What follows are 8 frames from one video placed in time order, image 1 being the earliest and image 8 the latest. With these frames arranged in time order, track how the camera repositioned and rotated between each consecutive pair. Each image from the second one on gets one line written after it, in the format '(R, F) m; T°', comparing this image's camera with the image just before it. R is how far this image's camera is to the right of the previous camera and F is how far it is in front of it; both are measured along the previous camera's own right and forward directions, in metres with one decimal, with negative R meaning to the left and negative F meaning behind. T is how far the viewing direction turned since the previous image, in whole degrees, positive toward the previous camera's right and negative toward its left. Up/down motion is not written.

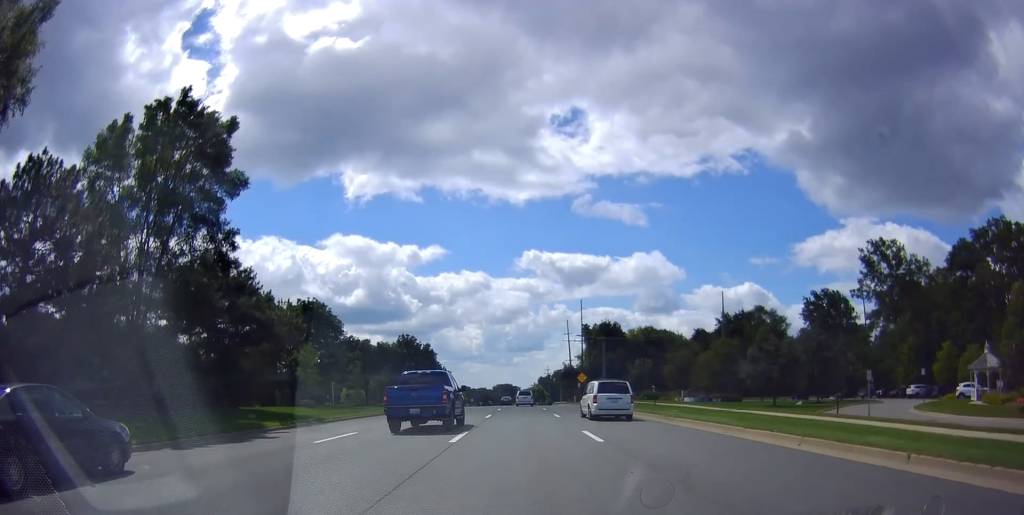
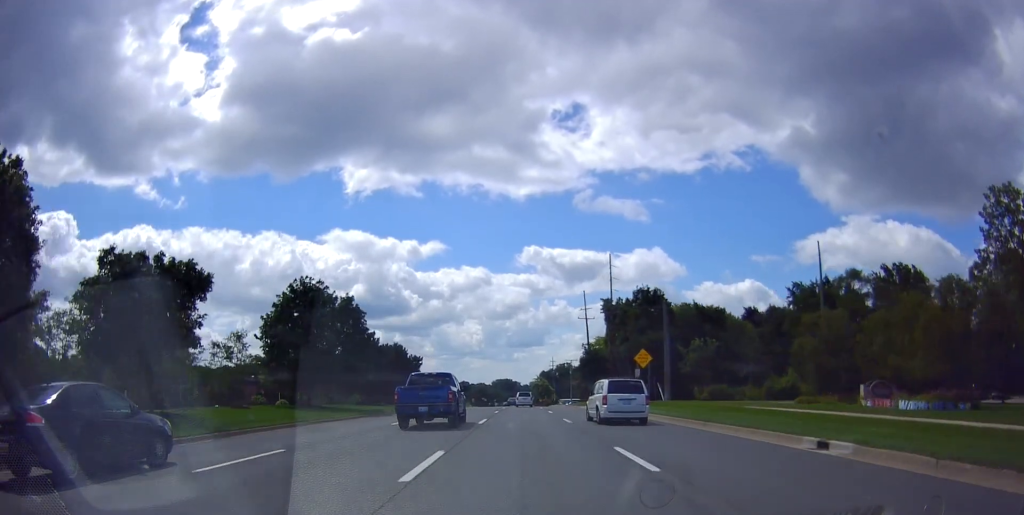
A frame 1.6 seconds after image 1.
(0.0, +37.5) m; -1°
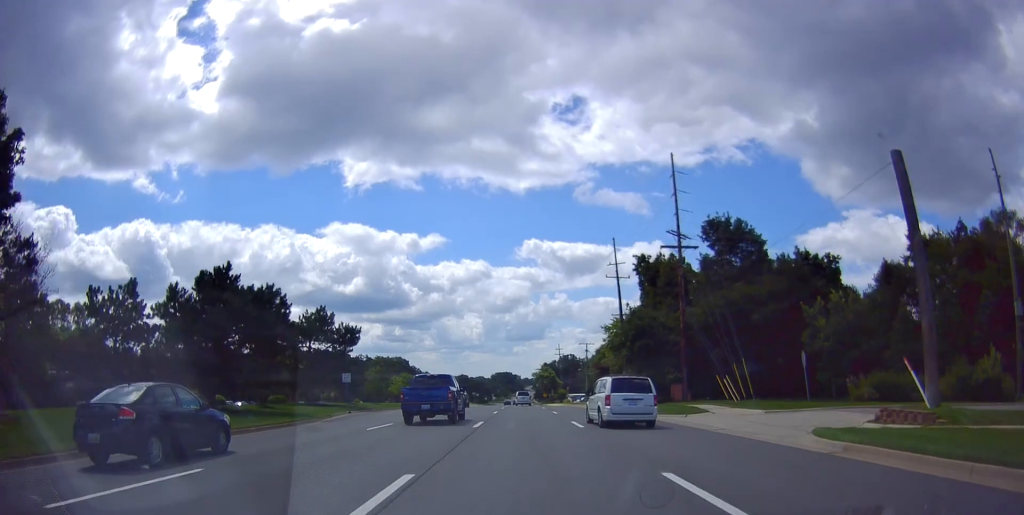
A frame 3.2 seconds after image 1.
(-0.1, +35.3) m; 0°
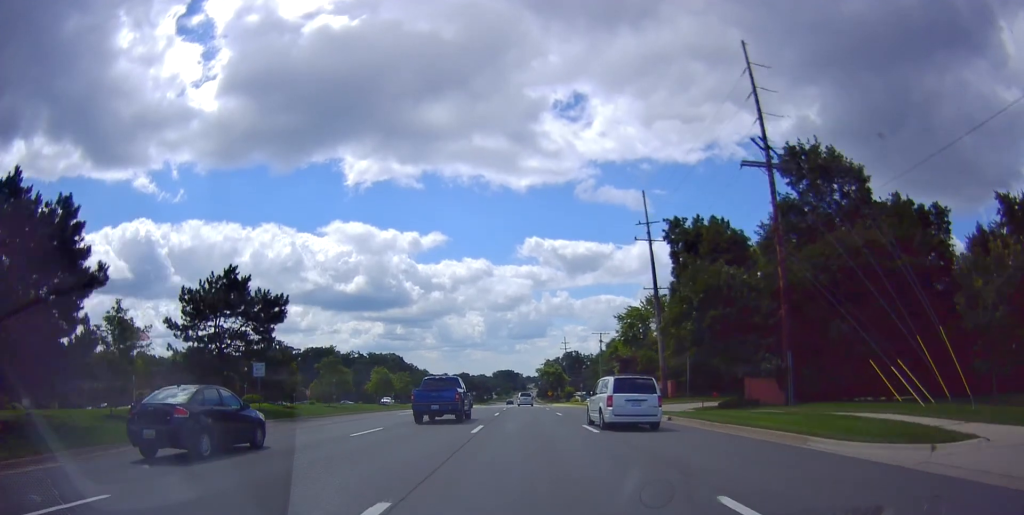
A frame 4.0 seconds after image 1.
(-0.2, +18.3) m; -1°
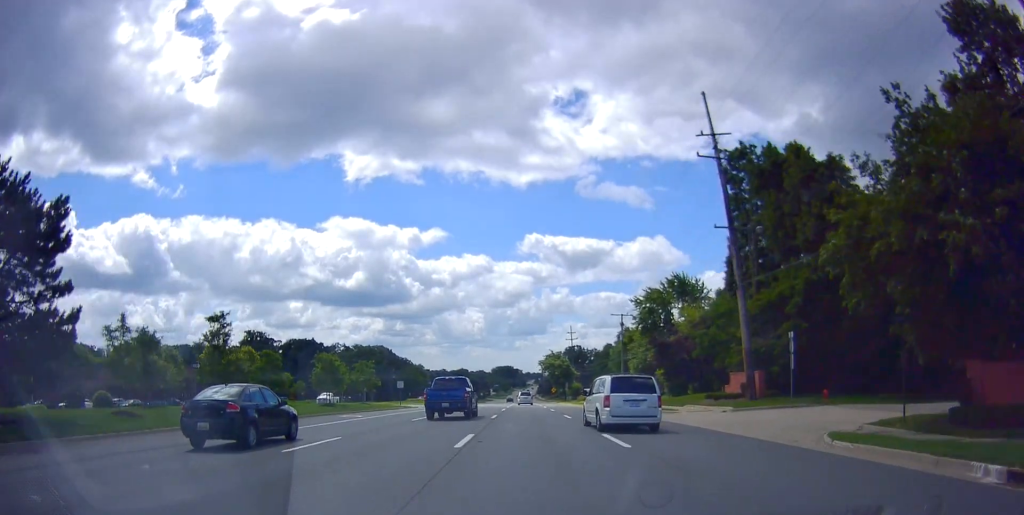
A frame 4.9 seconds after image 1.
(-0.2, +21.4) m; 0°
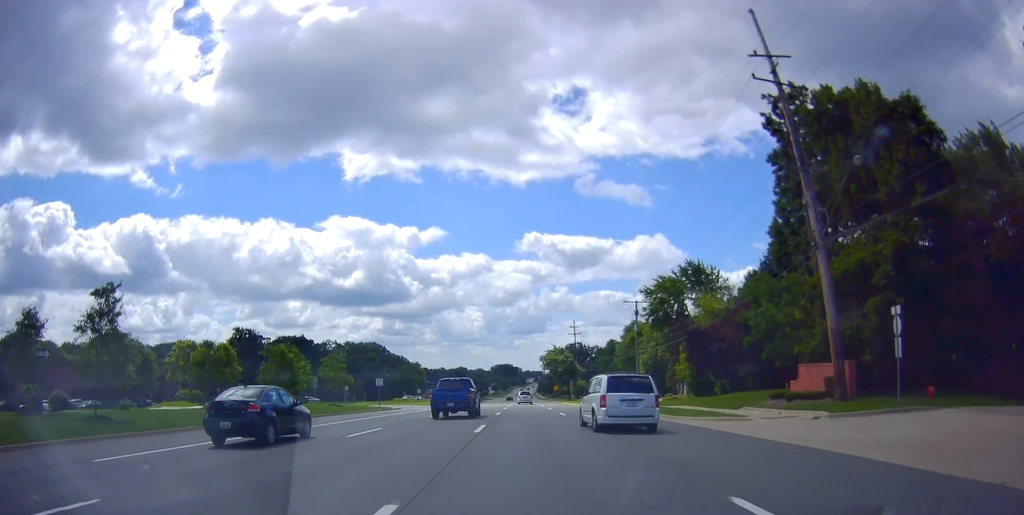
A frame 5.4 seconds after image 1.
(0.0, +10.7) m; +1°
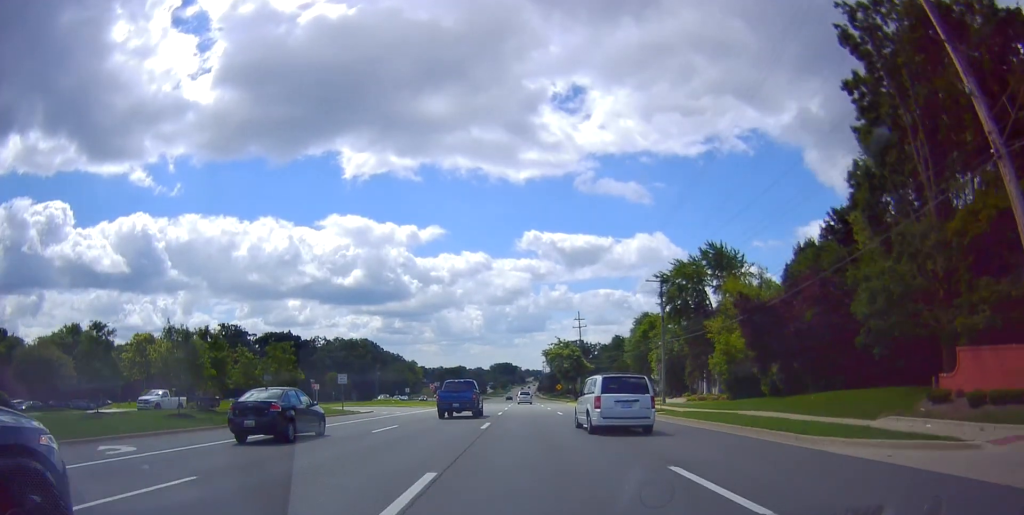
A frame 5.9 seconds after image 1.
(+0.2, +13.2) m; +1°
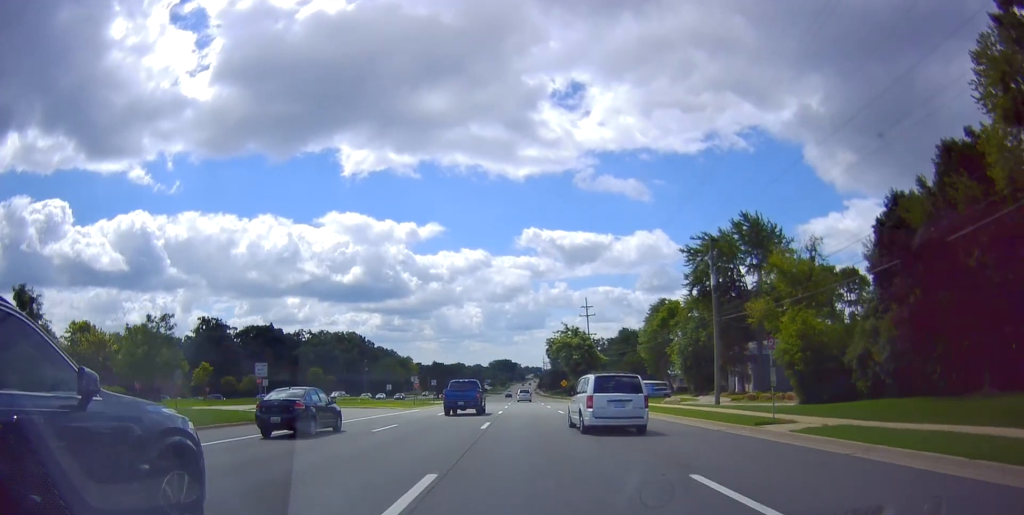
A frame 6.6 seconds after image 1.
(+0.1, +16.3) m; 0°
